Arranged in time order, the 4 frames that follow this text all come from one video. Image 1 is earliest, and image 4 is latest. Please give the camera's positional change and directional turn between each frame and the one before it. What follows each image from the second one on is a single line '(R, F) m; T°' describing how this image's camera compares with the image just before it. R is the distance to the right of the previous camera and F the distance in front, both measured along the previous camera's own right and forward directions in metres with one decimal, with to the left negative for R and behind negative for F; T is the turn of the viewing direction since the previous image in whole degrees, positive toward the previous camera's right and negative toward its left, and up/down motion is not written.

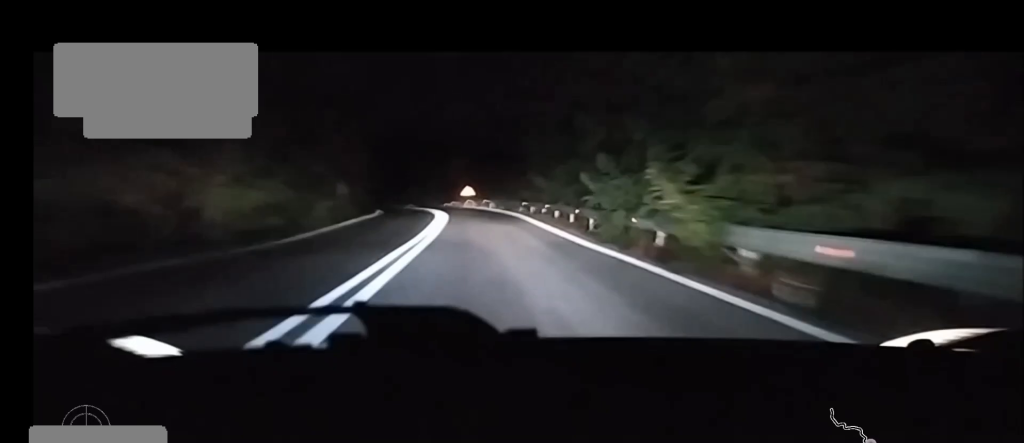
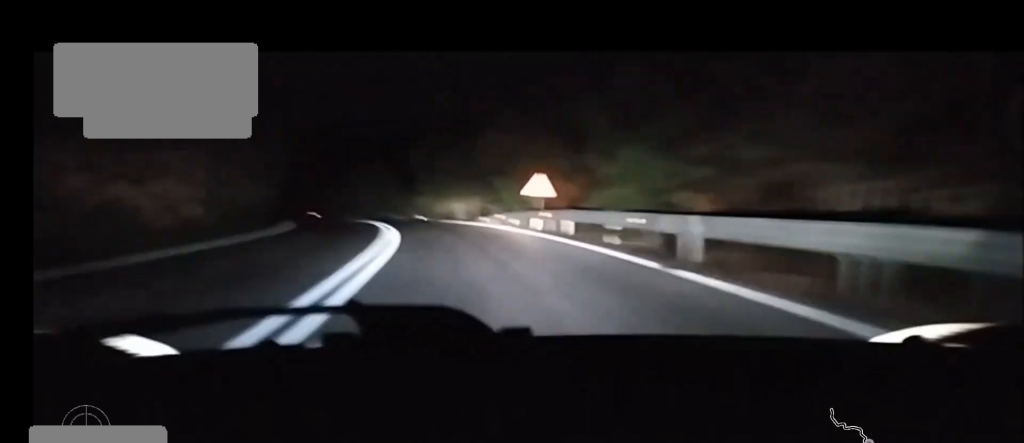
(-1.9, +41.4) m; -8°
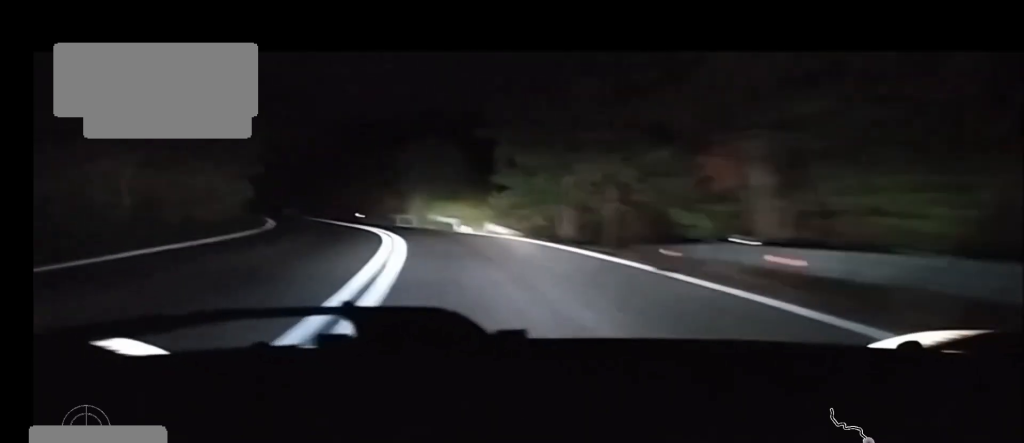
(-0.8, +18.7) m; -6°
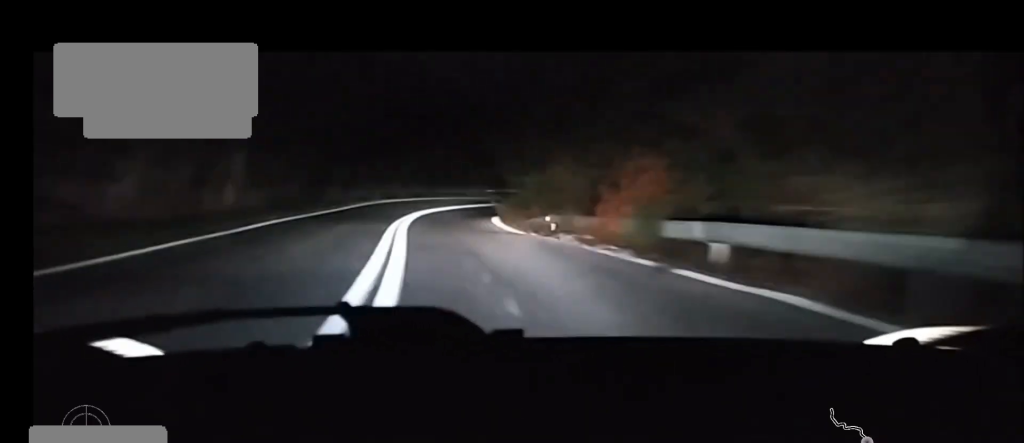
(-2.9, +30.9) m; -8°
